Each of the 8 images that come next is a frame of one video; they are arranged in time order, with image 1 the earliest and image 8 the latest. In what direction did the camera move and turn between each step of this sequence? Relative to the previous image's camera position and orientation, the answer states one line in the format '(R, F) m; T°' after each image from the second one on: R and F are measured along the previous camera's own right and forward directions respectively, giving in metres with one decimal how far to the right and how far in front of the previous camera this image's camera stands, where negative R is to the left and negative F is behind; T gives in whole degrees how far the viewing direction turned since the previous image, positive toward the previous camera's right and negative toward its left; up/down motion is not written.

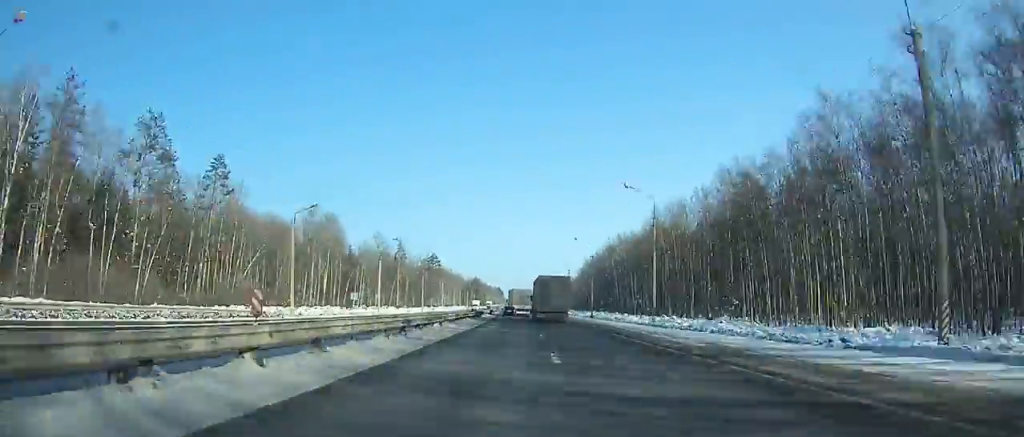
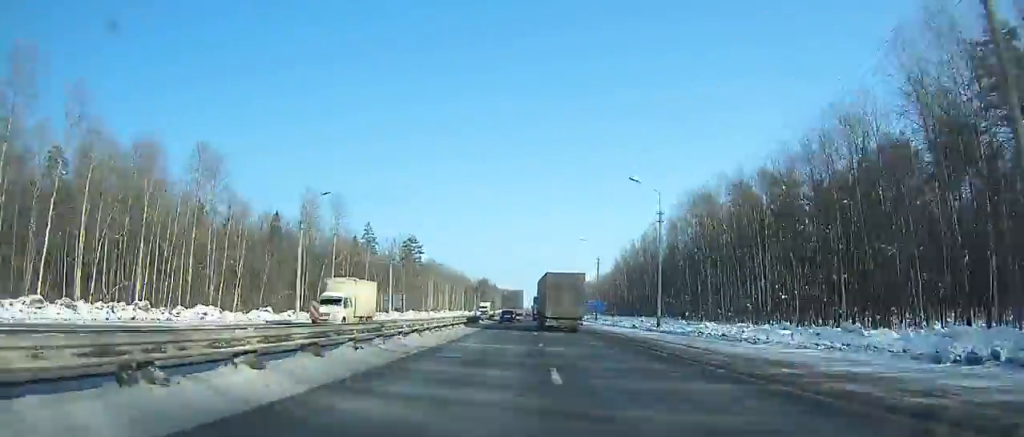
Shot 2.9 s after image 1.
(-2.2, +75.4) m; -2°
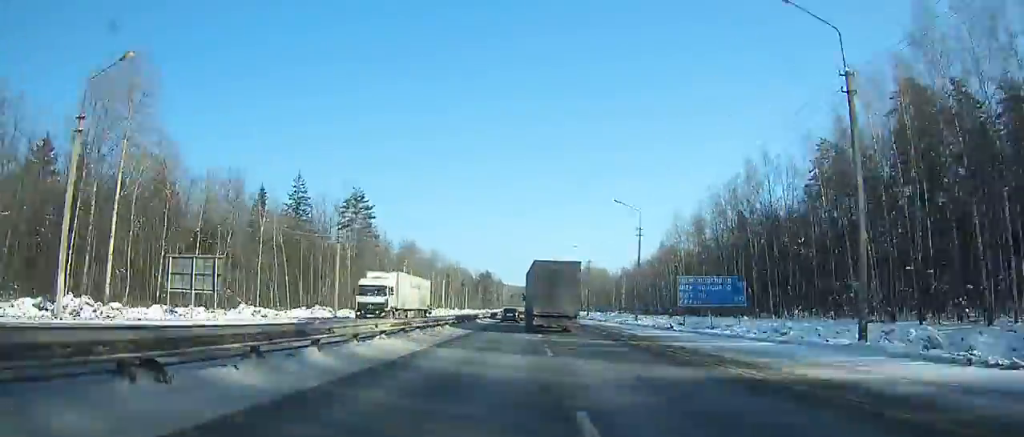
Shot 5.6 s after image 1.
(-0.4, +66.2) m; 0°
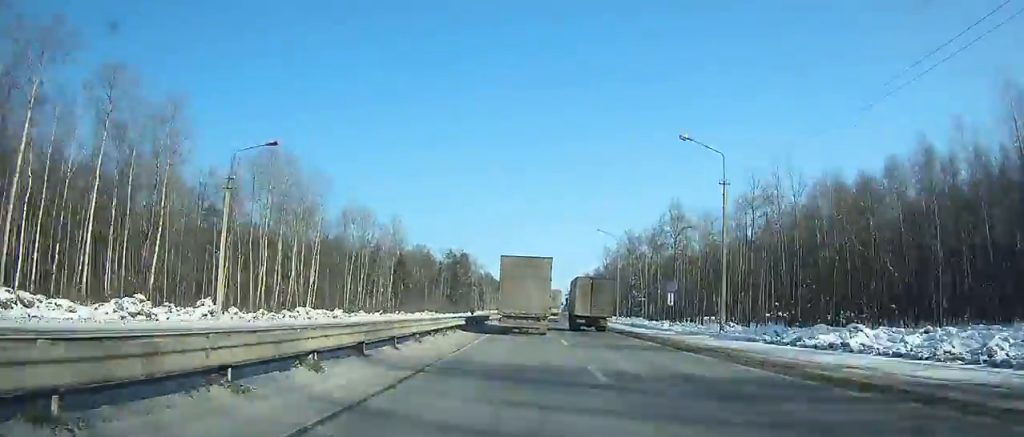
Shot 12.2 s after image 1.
(-0.2, +153.9) m; 0°
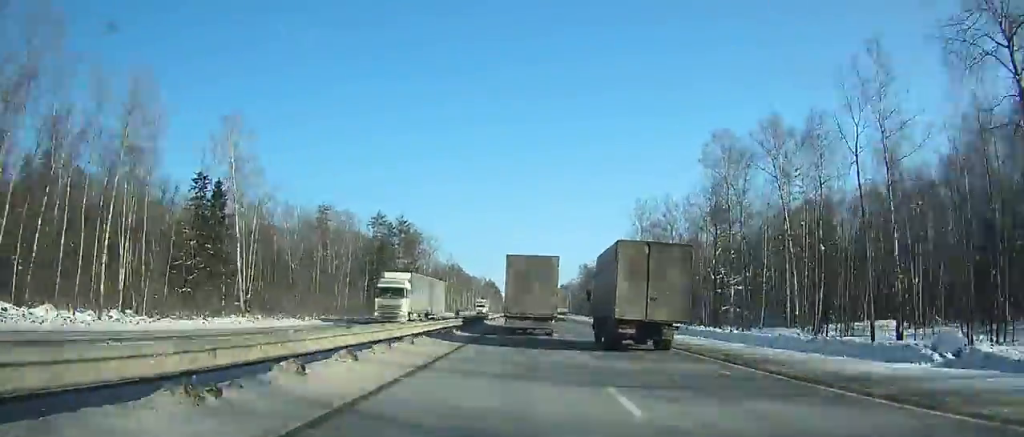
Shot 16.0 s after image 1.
(+1.1, +89.4) m; +1°
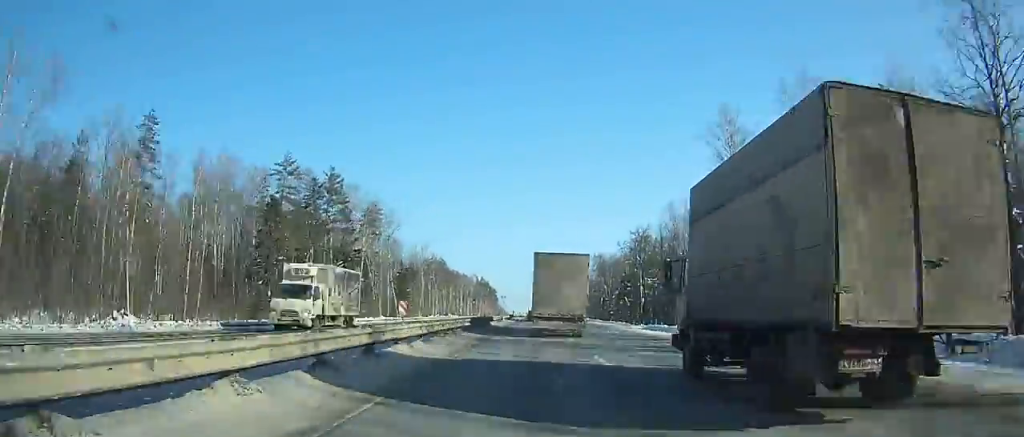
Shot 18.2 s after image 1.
(+0.4, +53.6) m; +1°
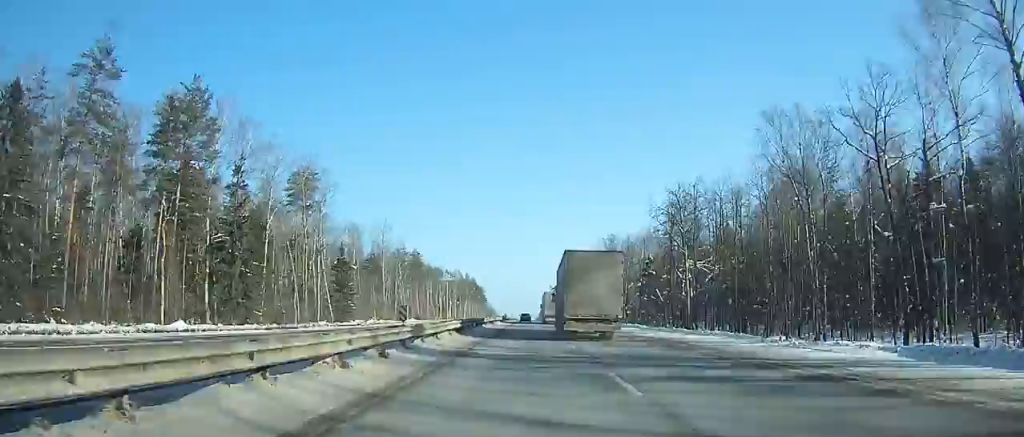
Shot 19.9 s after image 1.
(+0.2, +43.0) m; 0°
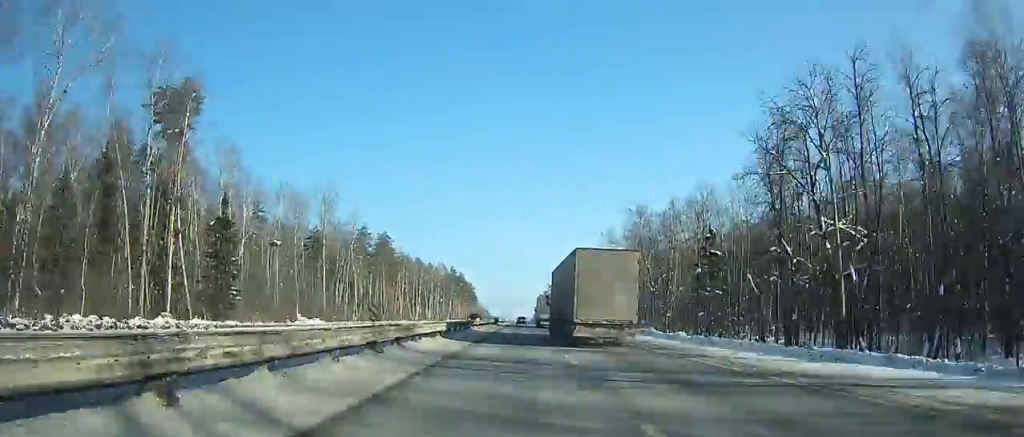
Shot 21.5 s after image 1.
(+0.2, +41.0) m; 0°
